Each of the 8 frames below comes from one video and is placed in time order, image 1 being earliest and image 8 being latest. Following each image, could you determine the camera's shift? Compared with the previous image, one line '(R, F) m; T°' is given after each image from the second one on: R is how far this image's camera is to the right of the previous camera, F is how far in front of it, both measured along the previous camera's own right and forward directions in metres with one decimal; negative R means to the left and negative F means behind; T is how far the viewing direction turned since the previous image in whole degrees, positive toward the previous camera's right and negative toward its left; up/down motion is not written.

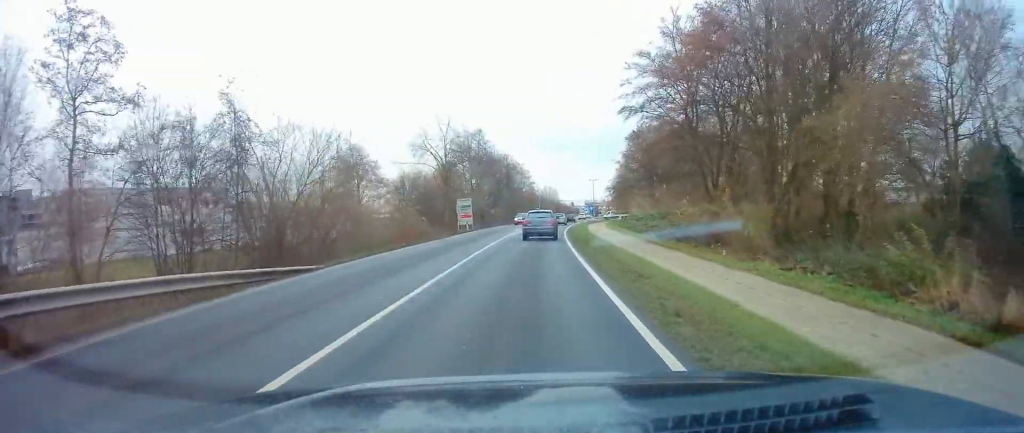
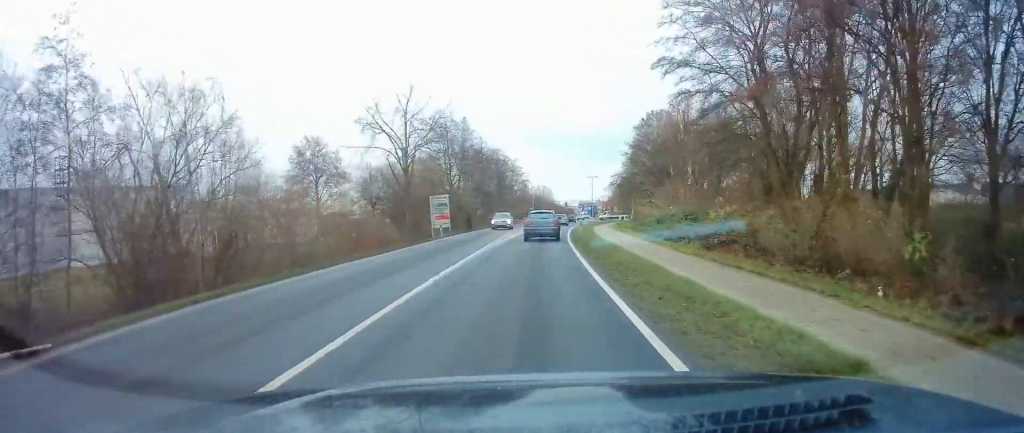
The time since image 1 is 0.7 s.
(-0.1, +10.9) m; +1°
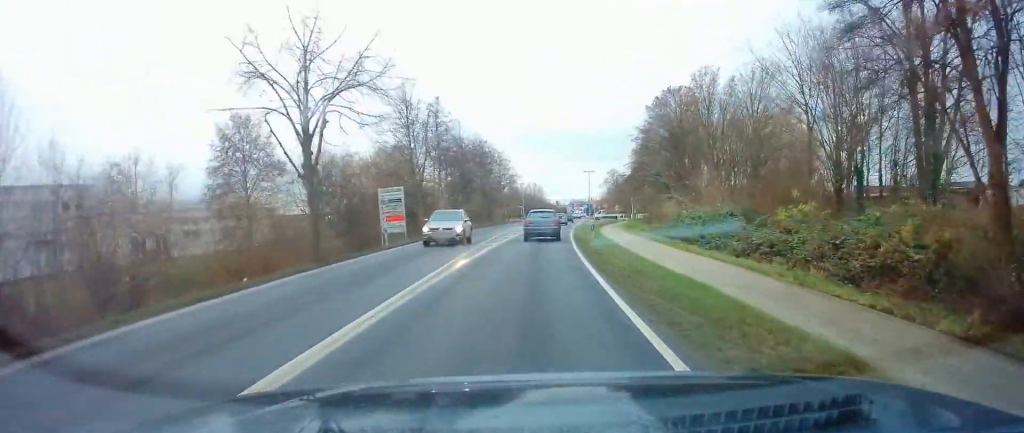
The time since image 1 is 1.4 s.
(+0.2, +12.4) m; +2°
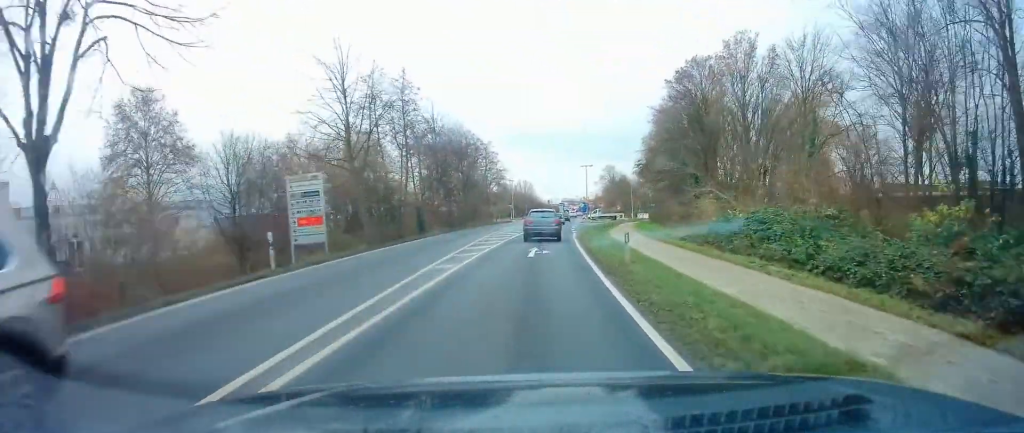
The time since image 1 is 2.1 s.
(+0.2, +11.2) m; +1°
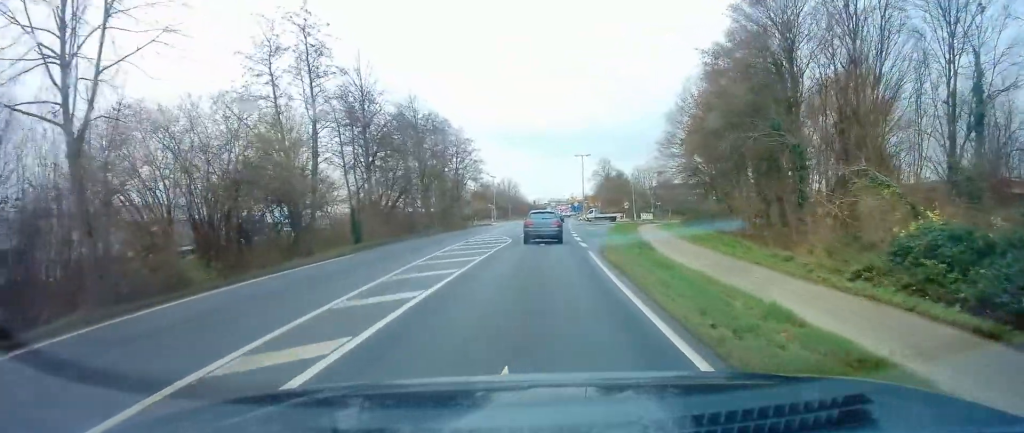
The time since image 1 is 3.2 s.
(+0.3, +17.2) m; +2°
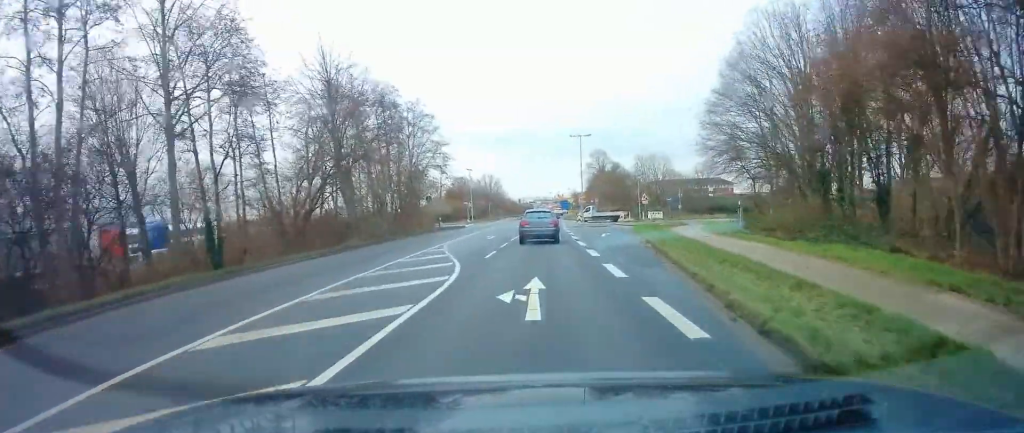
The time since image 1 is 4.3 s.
(+0.2, +17.5) m; +1°
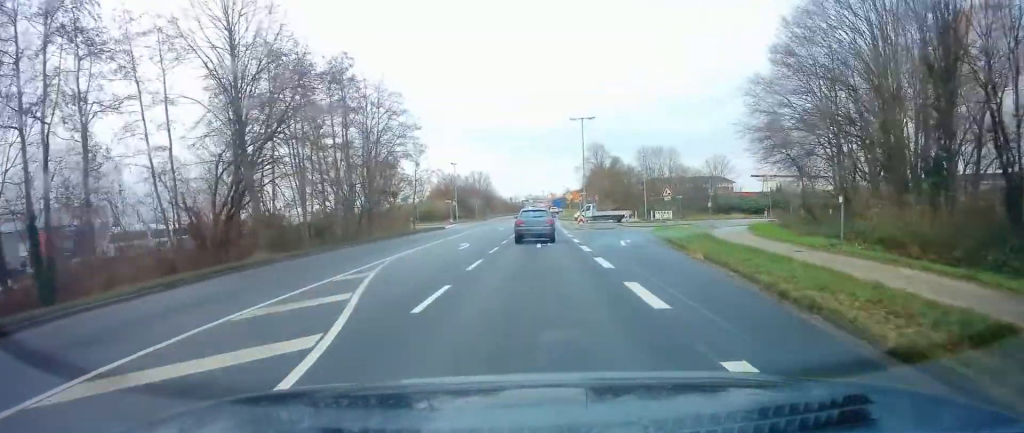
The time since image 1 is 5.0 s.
(0.0, +9.8) m; +1°
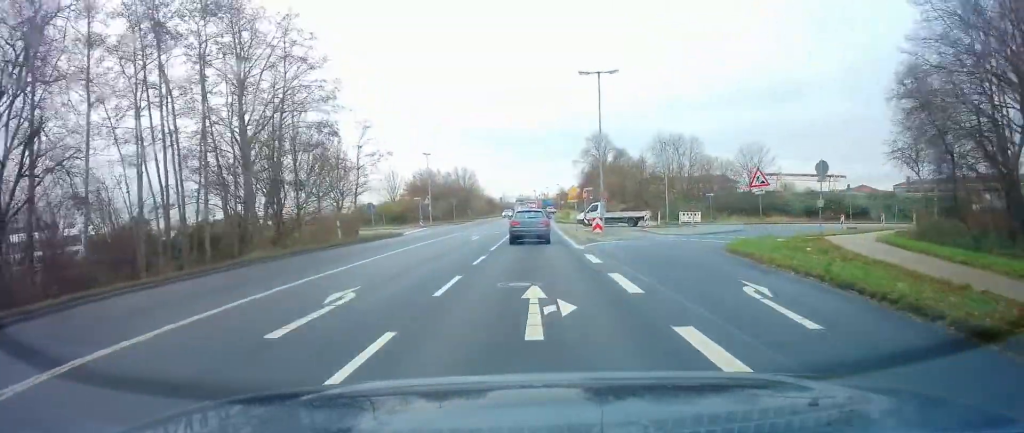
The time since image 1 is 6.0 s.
(+0.2, +15.8) m; +1°
